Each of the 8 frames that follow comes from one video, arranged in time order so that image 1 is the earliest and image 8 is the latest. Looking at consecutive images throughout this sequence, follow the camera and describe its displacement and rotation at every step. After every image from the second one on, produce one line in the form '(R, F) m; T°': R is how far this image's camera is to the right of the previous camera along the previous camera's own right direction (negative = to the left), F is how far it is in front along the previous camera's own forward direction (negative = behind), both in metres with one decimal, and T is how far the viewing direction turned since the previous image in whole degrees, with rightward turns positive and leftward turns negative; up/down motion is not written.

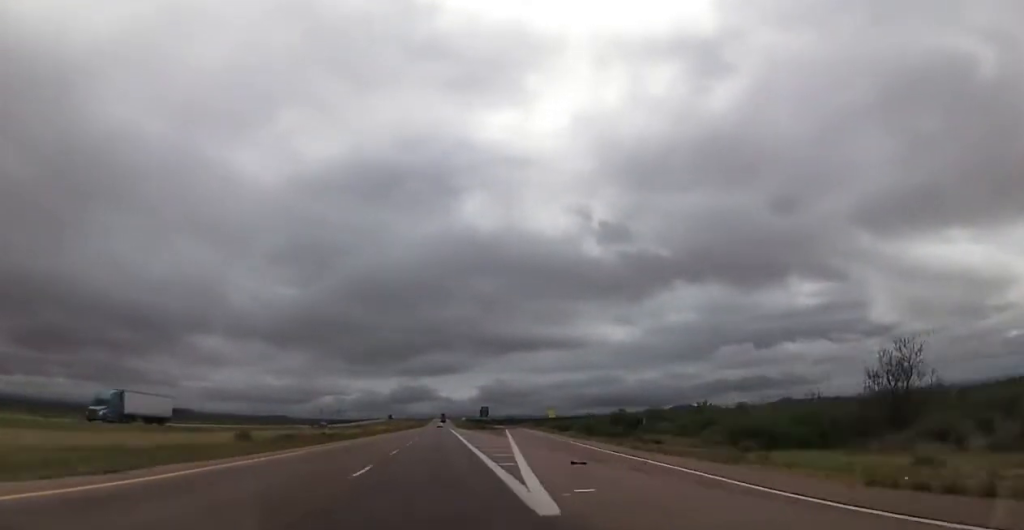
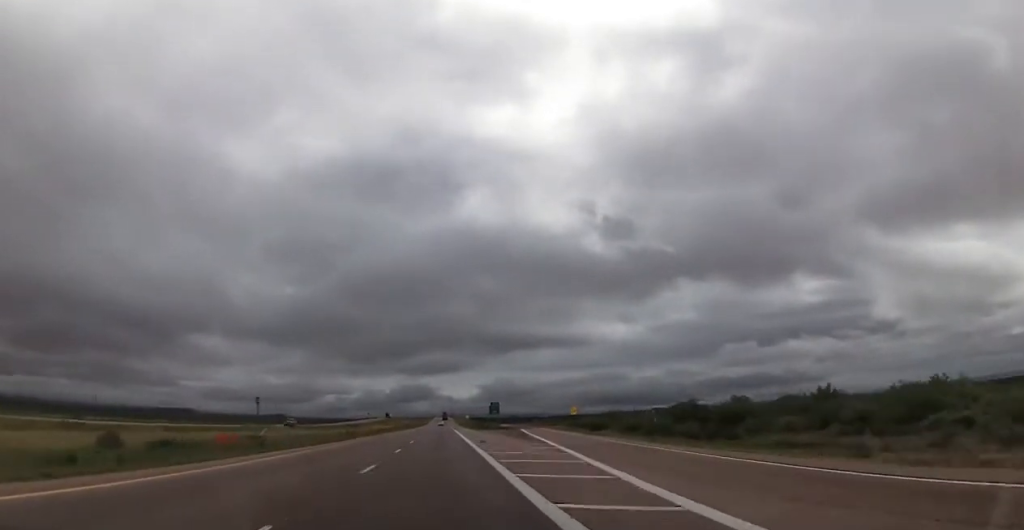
(0.0, +23.1) m; 0°
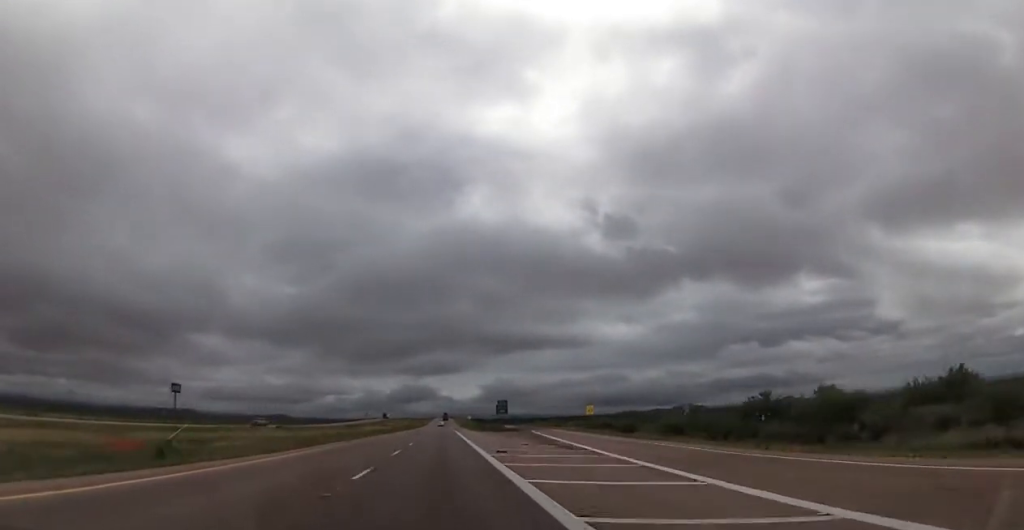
(0.0, +13.9) m; 0°
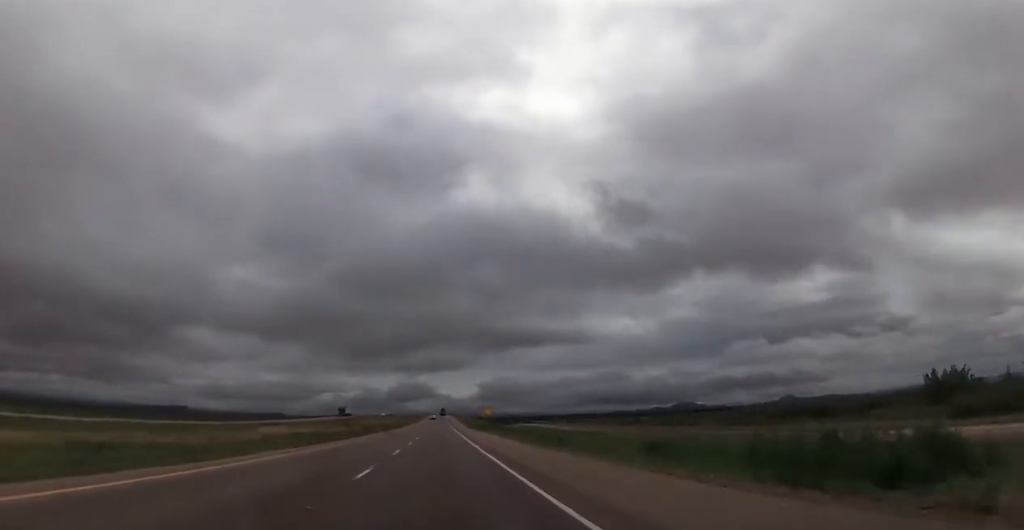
(+0.2, +97.2) m; 0°
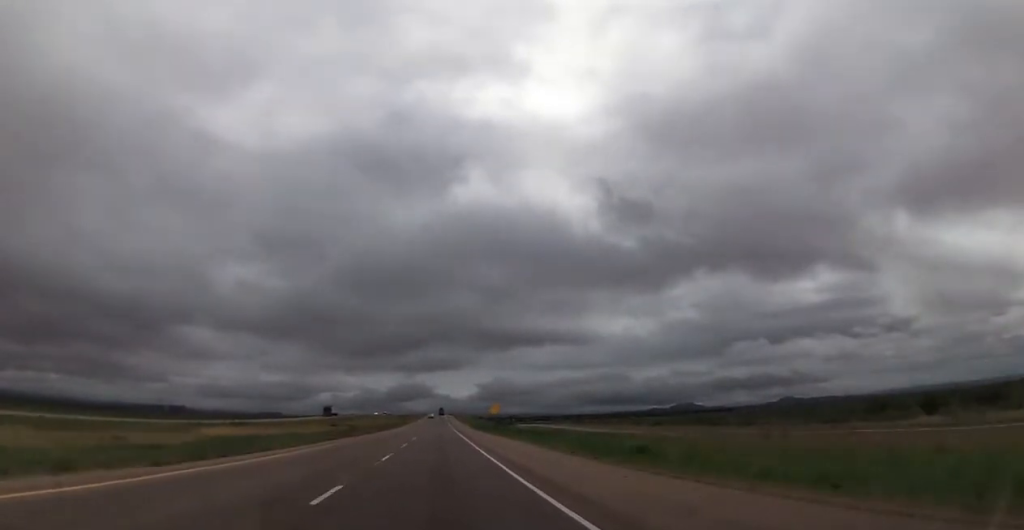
(0.0, +17.3) m; 0°
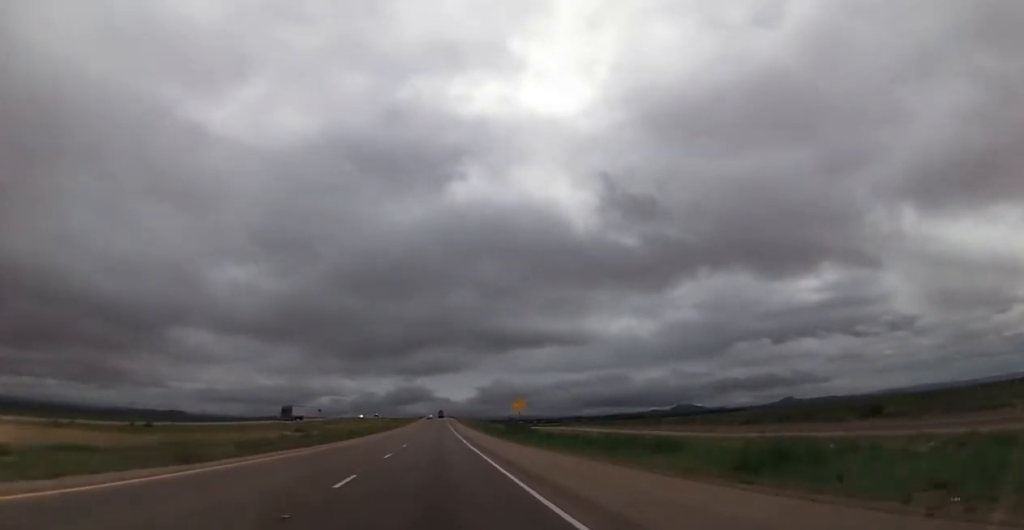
(0.0, +33.5) m; 0°
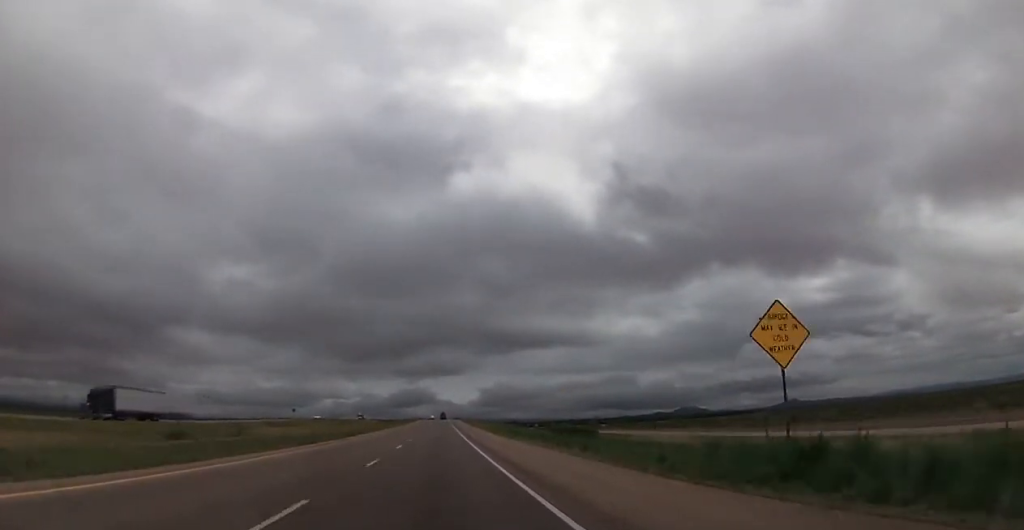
(+0.1, +54.4) m; 0°
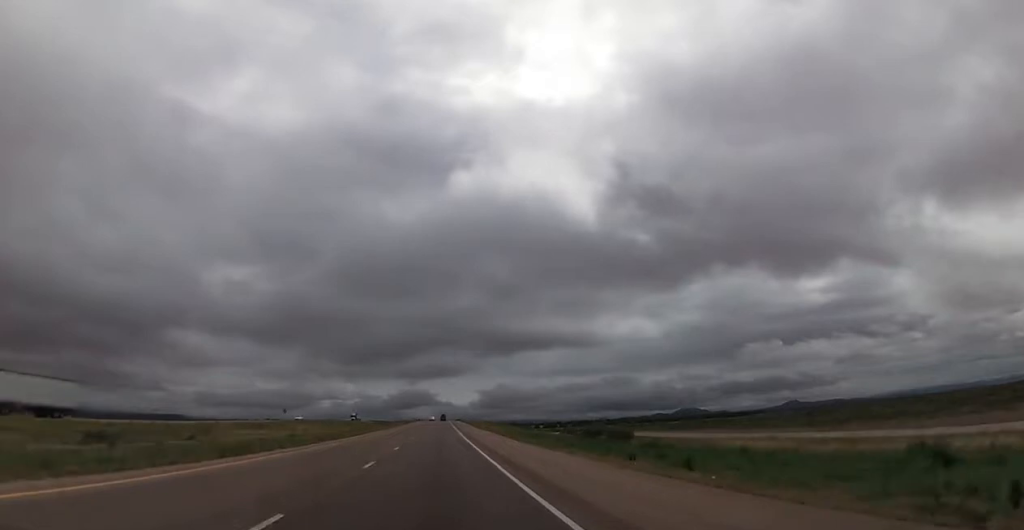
(0.0, +13.9) m; 0°
